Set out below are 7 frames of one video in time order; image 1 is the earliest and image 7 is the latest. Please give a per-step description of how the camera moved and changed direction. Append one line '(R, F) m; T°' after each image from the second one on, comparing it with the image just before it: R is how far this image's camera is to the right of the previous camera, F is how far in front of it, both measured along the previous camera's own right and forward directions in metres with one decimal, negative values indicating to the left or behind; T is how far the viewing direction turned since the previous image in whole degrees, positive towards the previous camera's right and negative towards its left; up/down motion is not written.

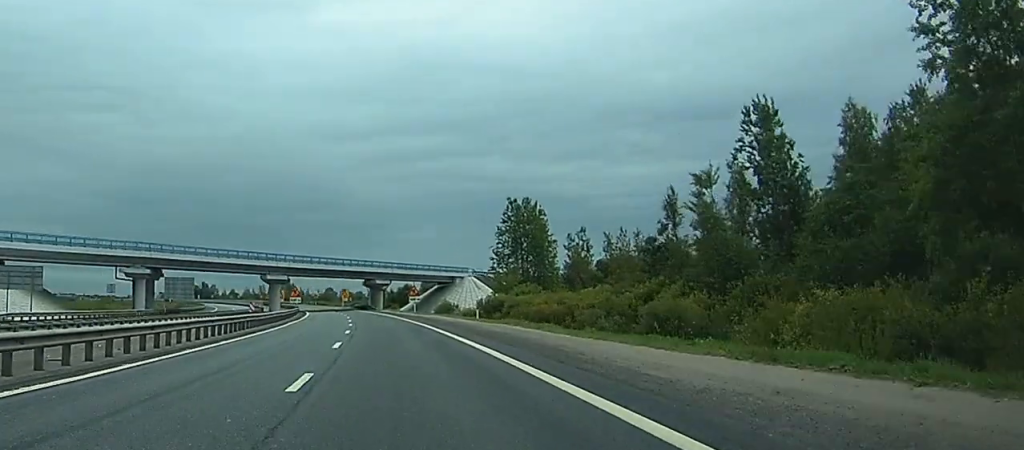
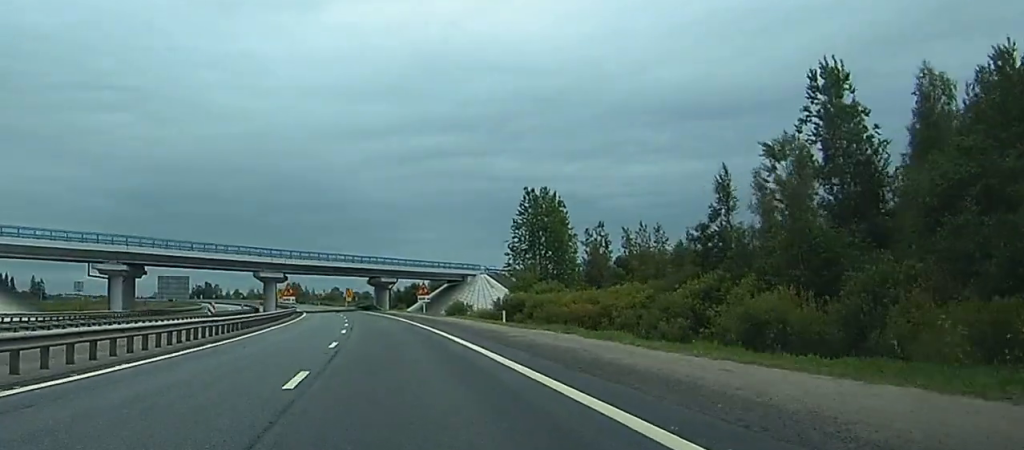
(-0.1, +11.5) m; 0°
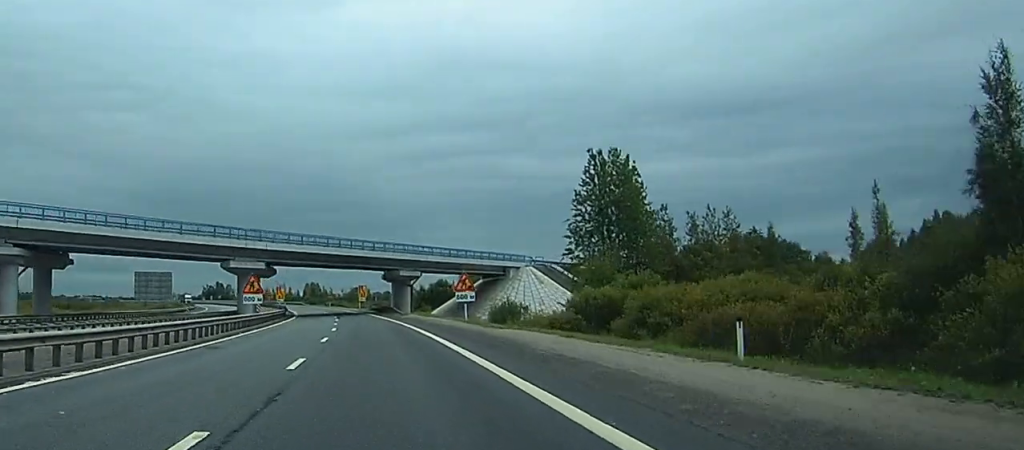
(-0.2, +31.6) m; -1°
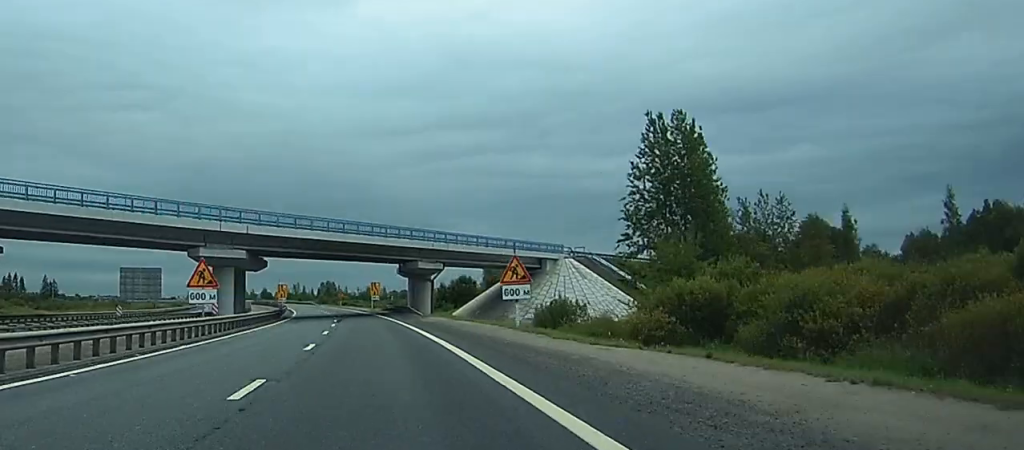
(-0.1, +17.8) m; -1°
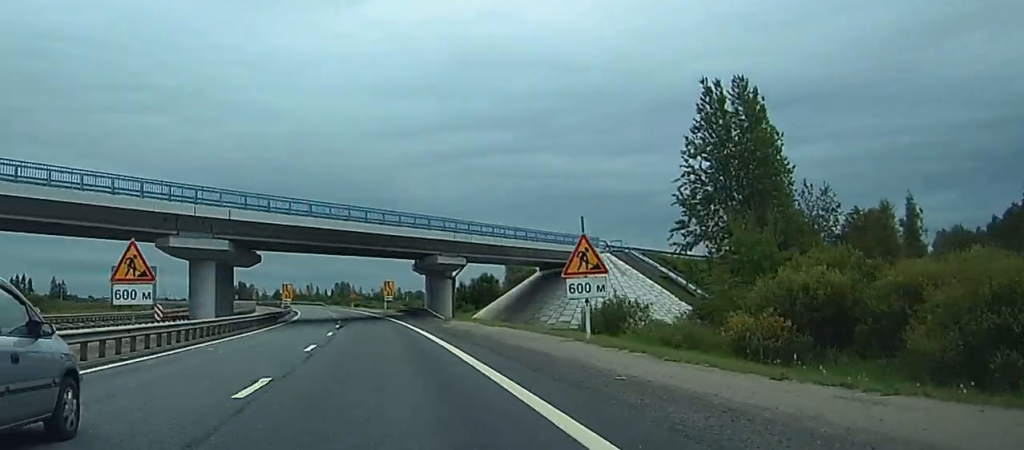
(0.0, +11.6) m; -1°
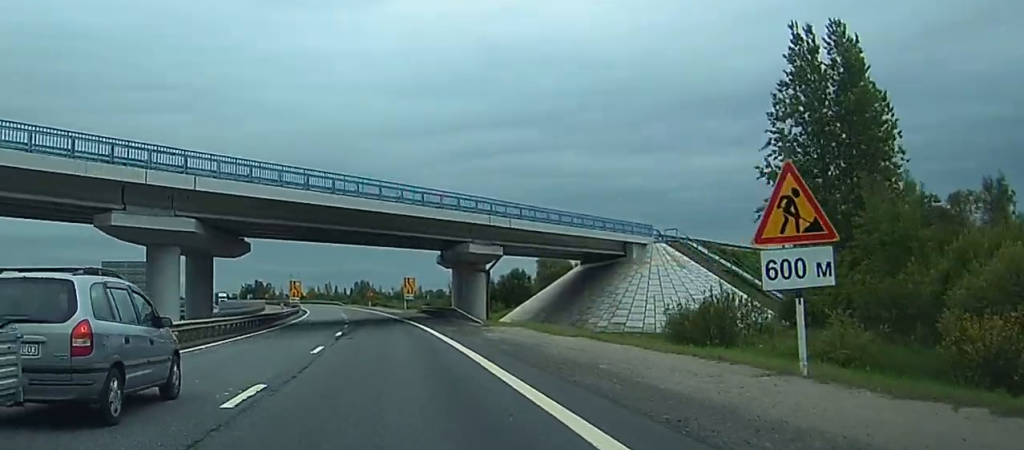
(-0.1, +13.2) m; -1°
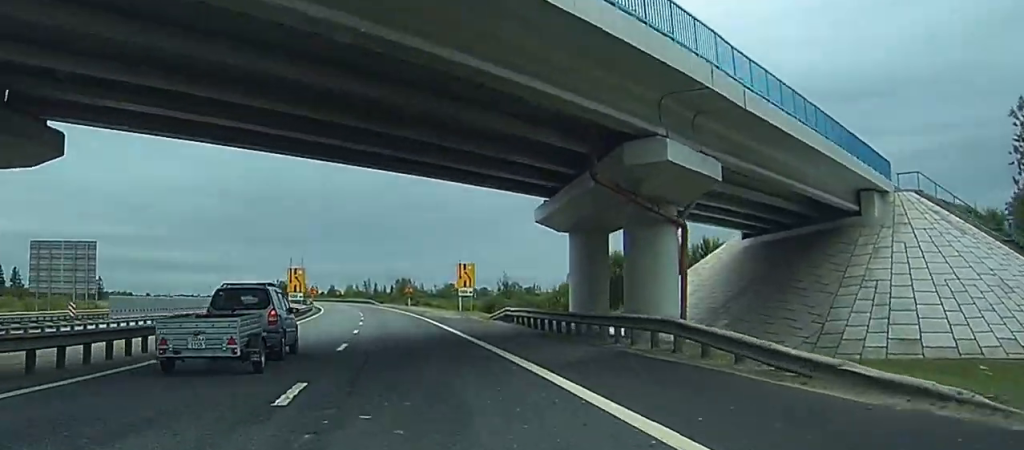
(-1.1, +36.0) m; -2°
